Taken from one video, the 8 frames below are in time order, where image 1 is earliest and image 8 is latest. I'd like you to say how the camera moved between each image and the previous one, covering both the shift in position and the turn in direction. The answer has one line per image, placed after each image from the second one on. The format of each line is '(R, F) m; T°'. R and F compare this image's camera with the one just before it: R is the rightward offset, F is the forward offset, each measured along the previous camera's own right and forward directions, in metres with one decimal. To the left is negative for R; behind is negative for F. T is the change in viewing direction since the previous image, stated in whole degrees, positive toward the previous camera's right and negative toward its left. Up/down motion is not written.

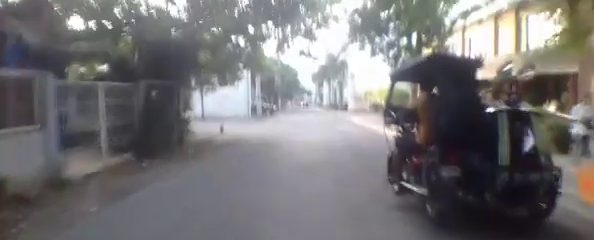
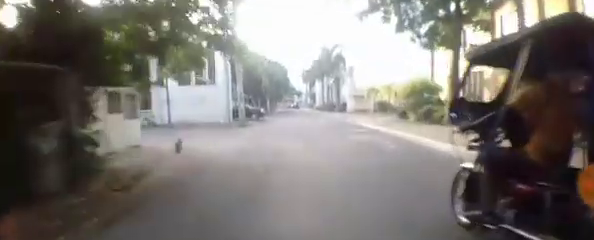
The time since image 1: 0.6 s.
(-0.1, +6.6) m; +2°
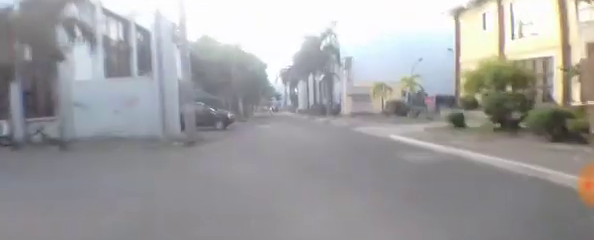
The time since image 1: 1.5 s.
(+0.4, +9.6) m; +5°
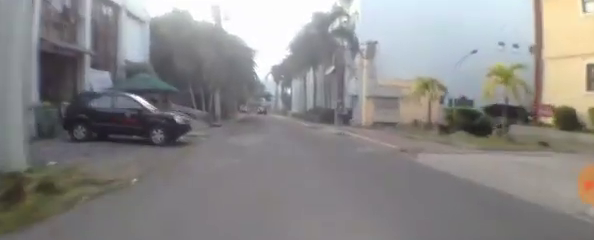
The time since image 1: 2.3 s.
(+0.5, +9.6) m; +2°
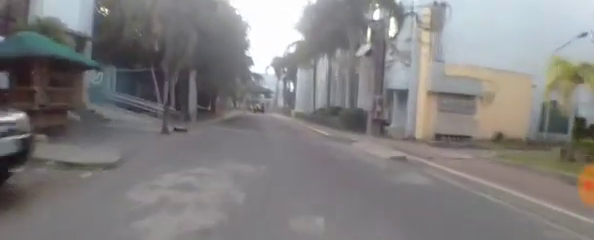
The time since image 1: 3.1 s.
(+0.2, +8.8) m; -3°
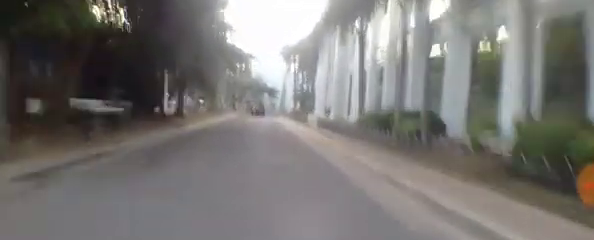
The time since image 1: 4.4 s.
(-2.1, +14.9) m; -7°
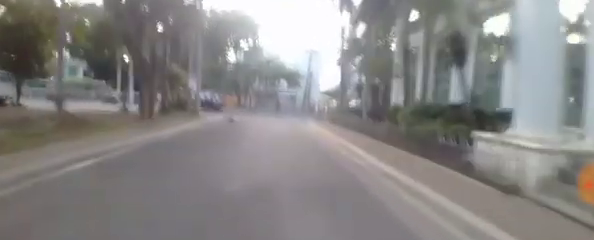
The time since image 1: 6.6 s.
(+1.0, +20.5) m; +2°
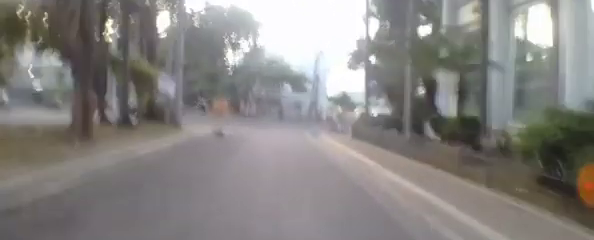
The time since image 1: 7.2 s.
(-0.1, +4.9) m; +1°
